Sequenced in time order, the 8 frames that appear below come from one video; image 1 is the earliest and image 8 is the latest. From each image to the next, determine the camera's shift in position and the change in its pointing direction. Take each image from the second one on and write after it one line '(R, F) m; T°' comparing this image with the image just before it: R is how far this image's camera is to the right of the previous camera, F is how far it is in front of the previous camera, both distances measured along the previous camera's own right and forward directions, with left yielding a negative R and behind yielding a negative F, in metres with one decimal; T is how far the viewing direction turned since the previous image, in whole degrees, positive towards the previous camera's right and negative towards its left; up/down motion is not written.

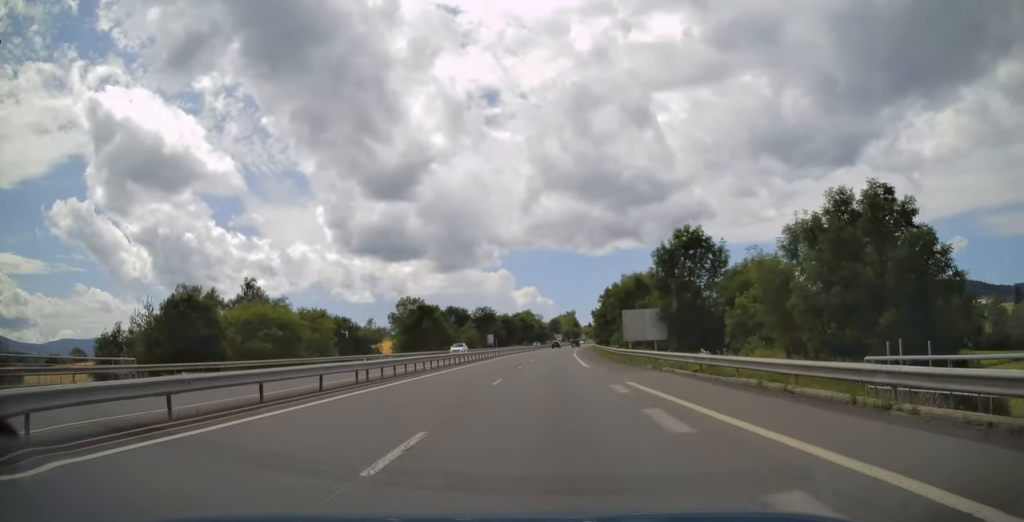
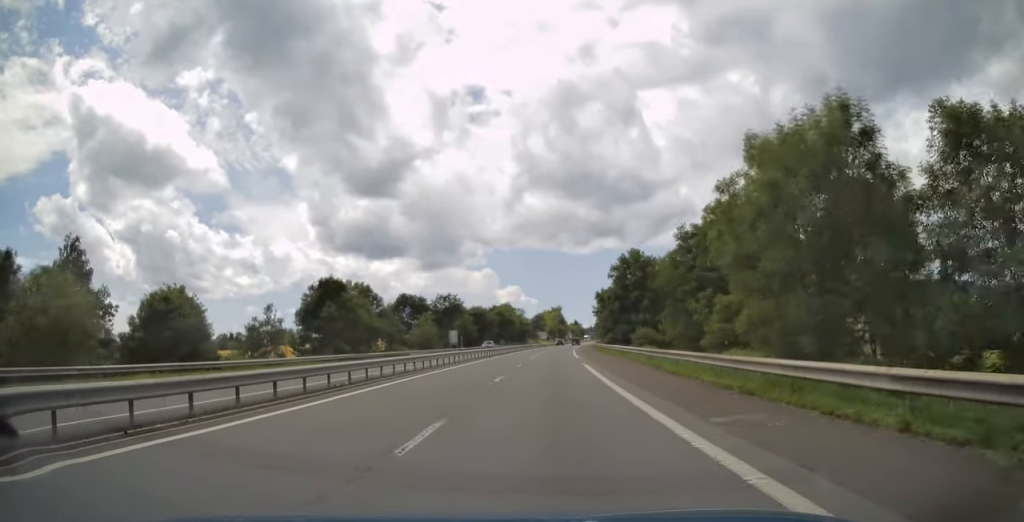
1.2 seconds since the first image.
(+0.2, +39.3) m; +2°
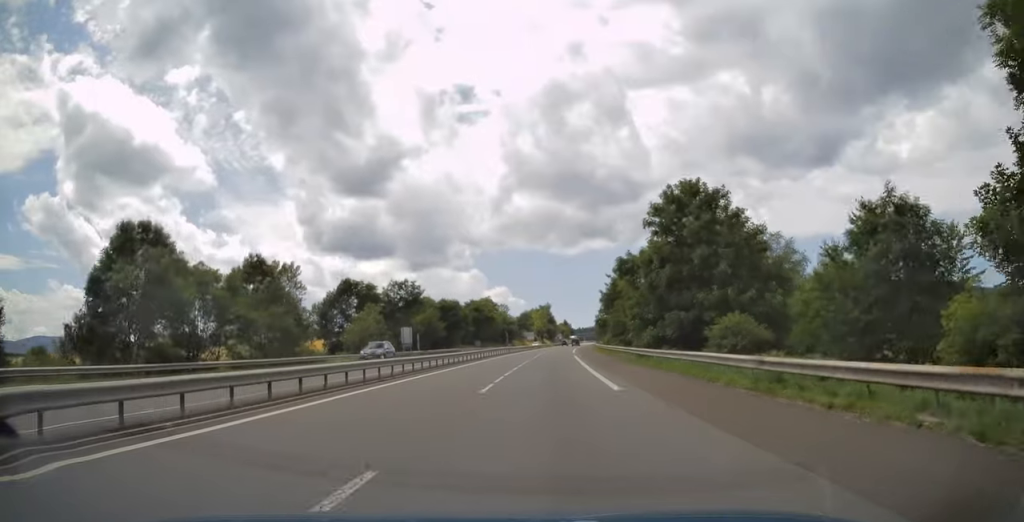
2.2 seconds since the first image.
(+0.7, +31.3) m; +1°
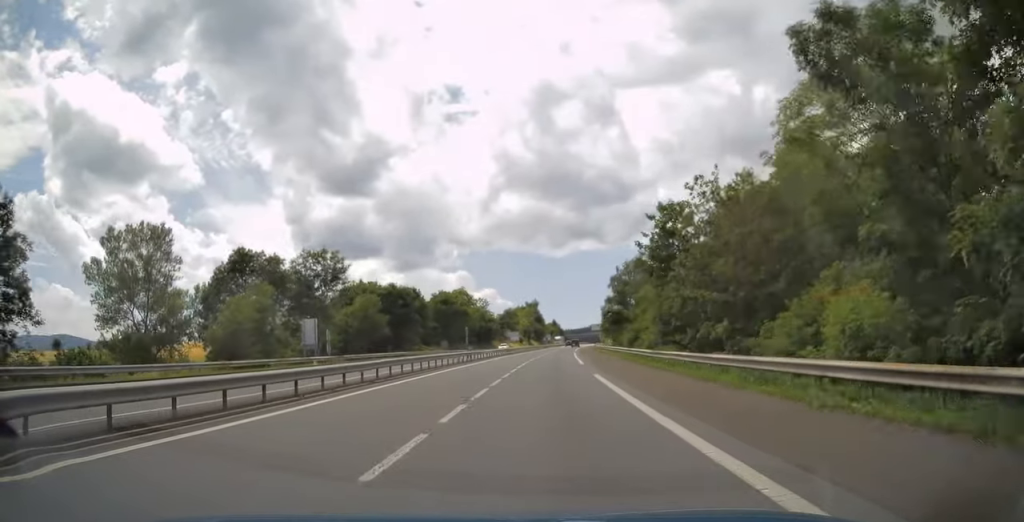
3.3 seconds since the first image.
(-0.1, +32.0) m; +1°
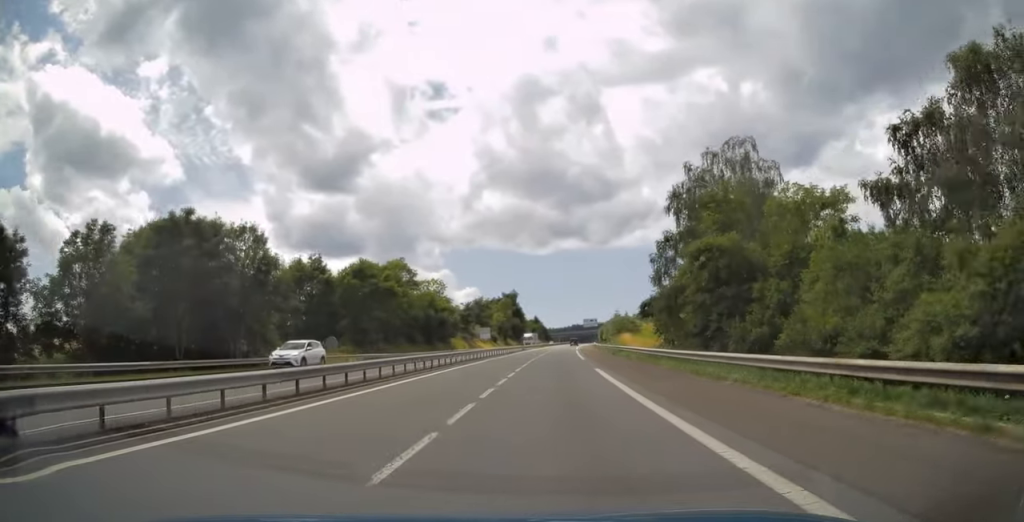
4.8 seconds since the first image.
(+1.2, +45.2) m; +2°
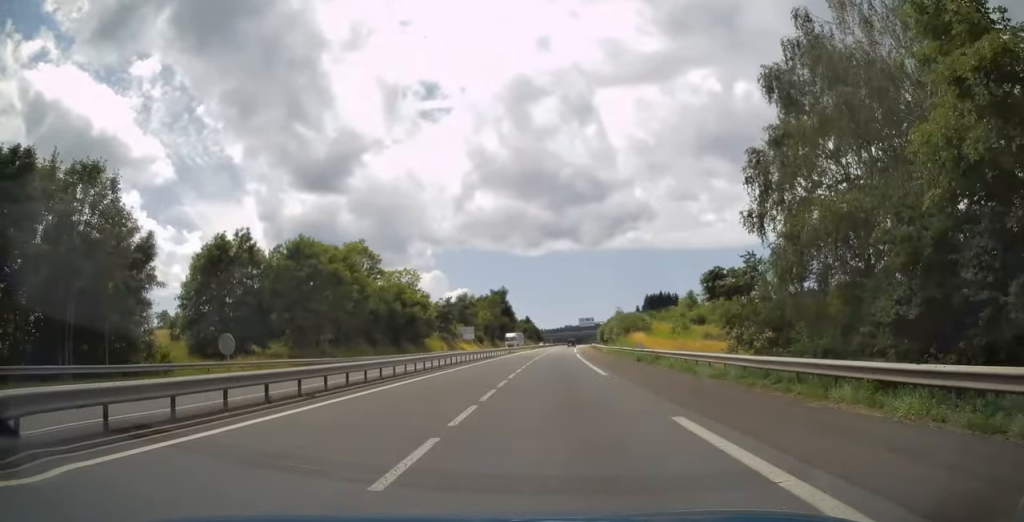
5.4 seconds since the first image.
(+0.1, +17.2) m; 0°
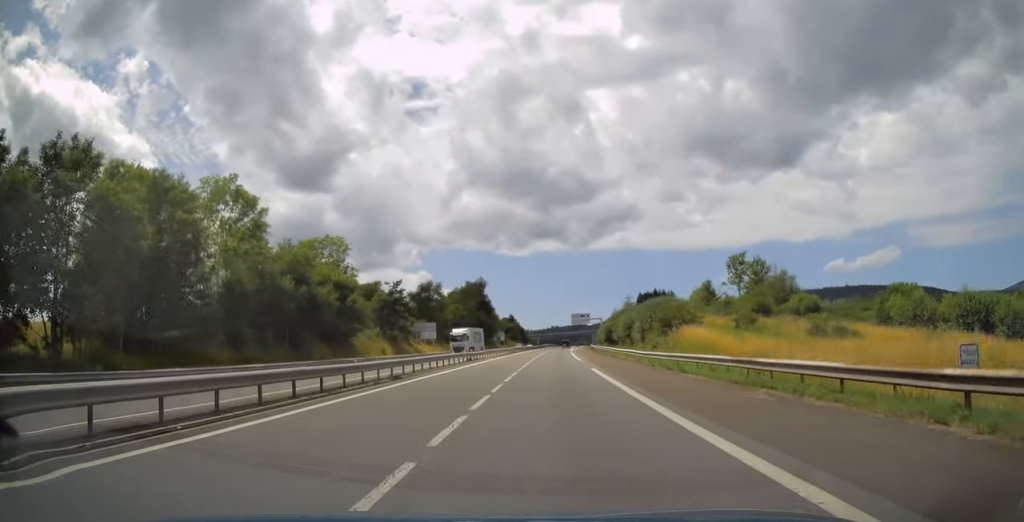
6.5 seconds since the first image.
(+0.2, +35.6) m; +1°
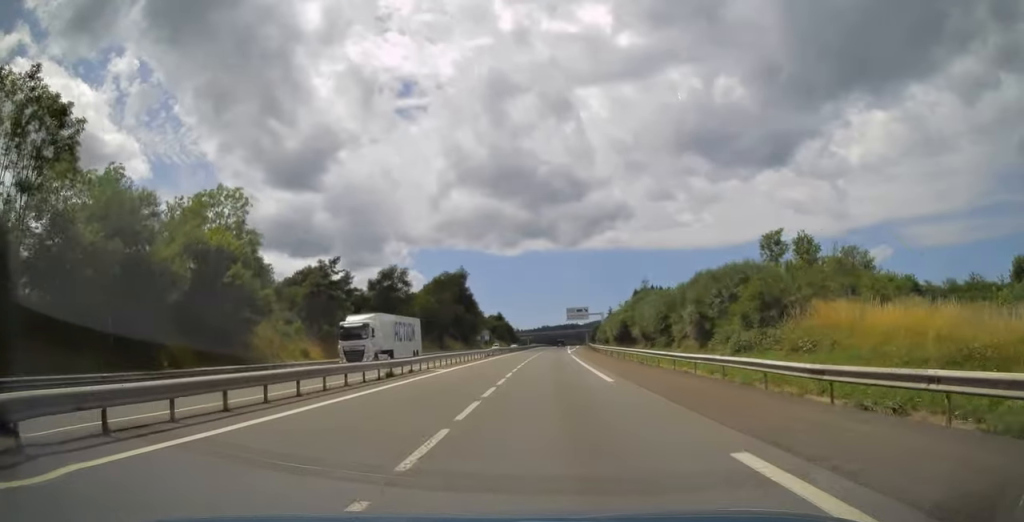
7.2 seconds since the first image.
(+0.4, +25.0) m; +1°
